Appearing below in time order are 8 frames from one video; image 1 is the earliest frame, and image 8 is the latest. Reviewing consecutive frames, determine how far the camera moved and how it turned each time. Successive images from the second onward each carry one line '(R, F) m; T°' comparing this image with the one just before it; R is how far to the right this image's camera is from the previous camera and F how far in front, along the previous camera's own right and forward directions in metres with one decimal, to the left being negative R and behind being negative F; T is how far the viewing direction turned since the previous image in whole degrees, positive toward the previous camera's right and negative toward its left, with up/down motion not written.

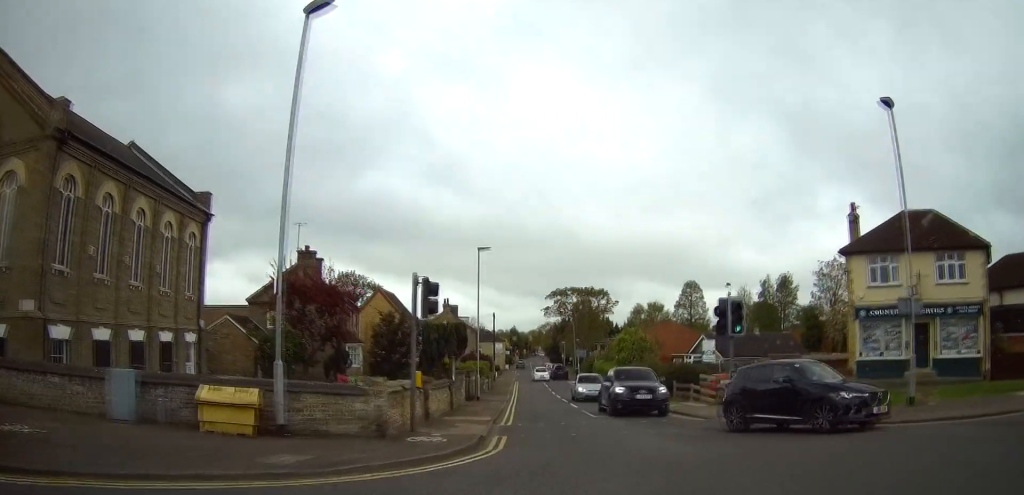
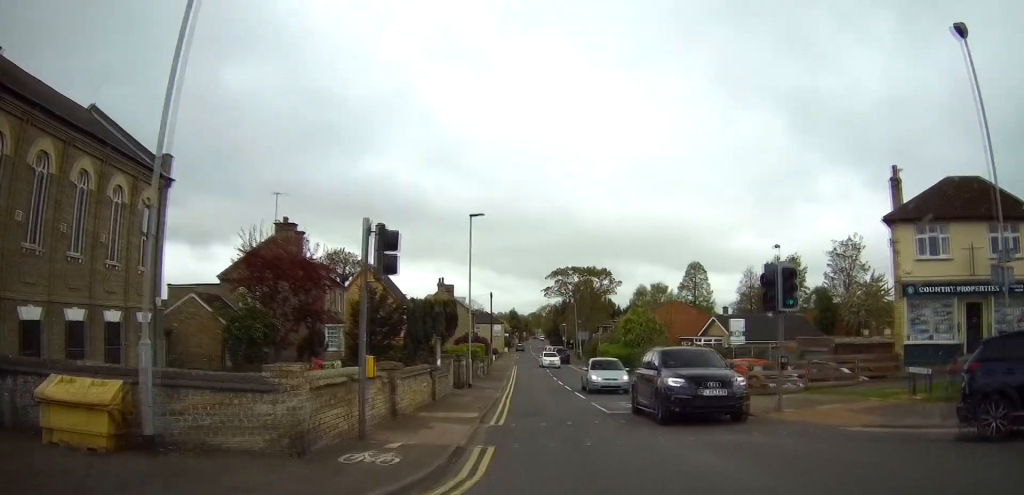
(0.0, +4.0) m; +2°
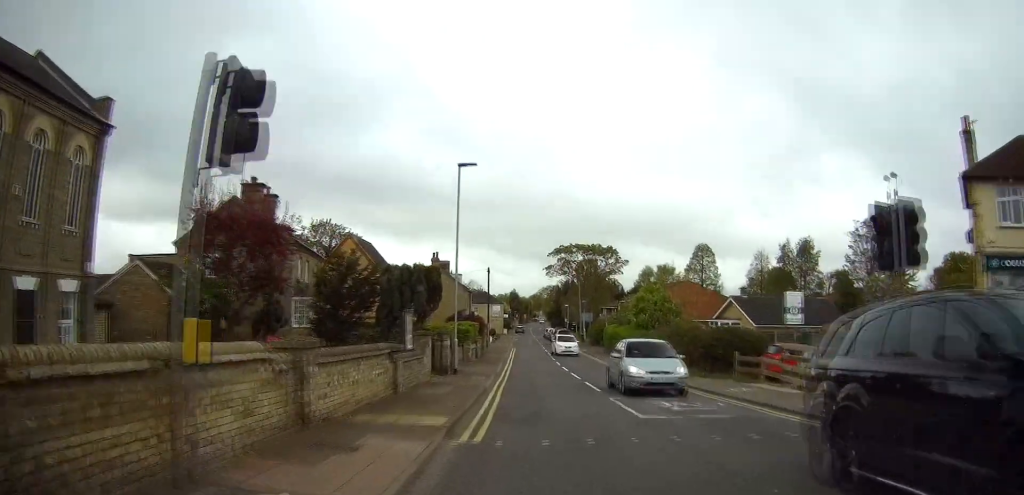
(+0.2, +5.4) m; +2°
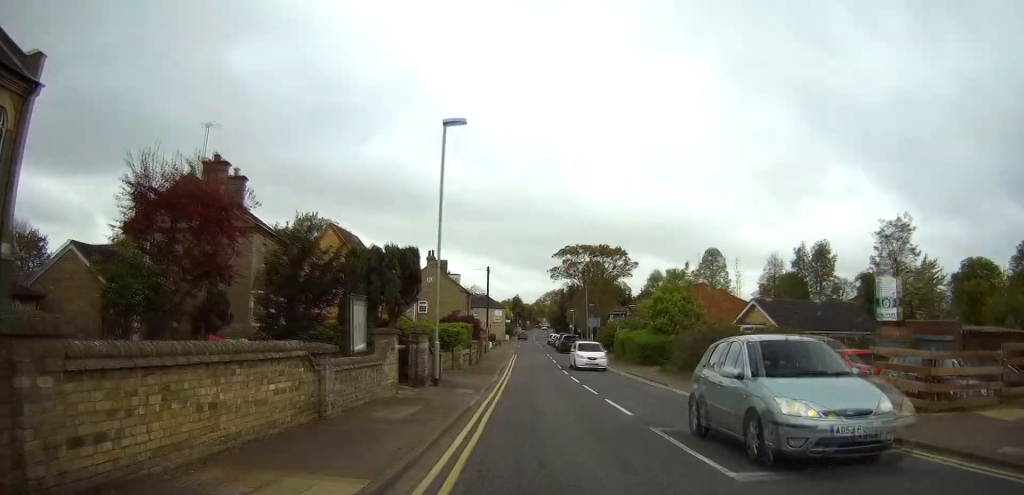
(+0.1, +8.1) m; 0°
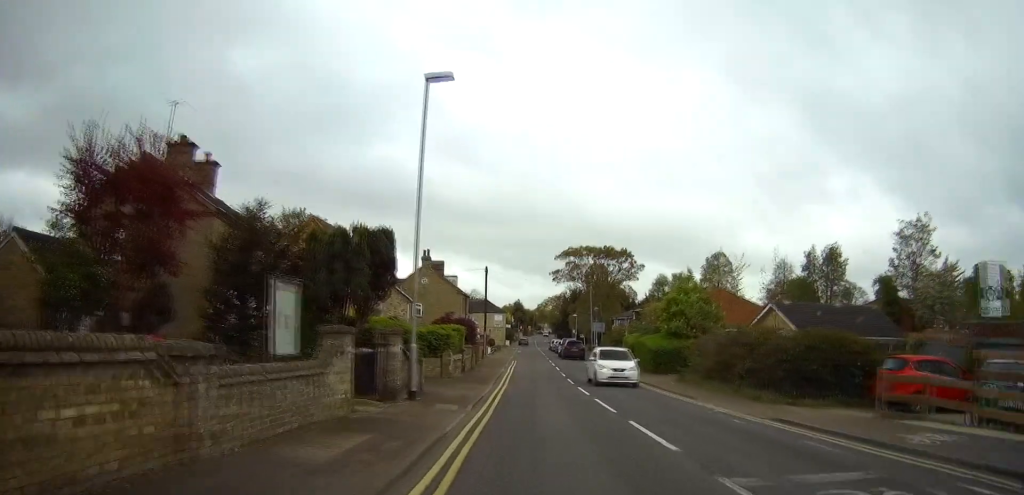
(0.0, +3.8) m; -1°
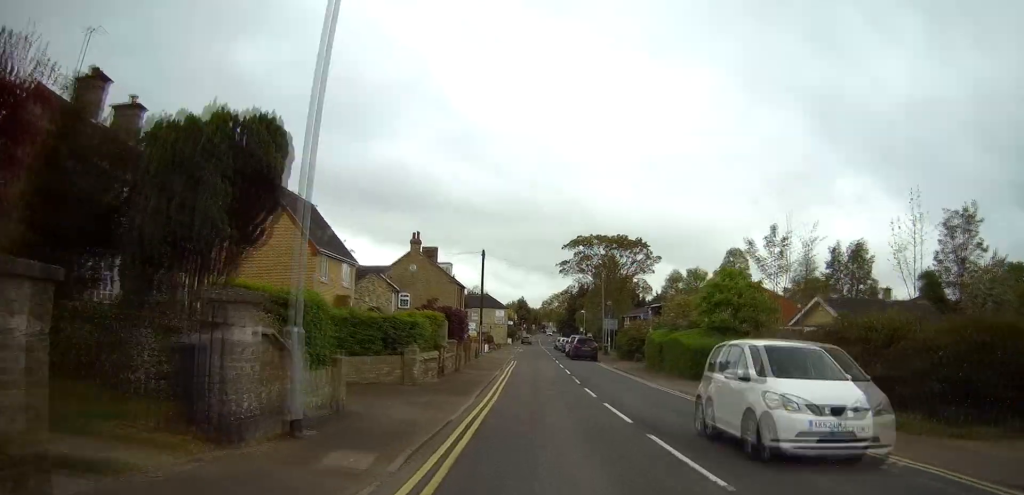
(-0.1, +8.0) m; -2°
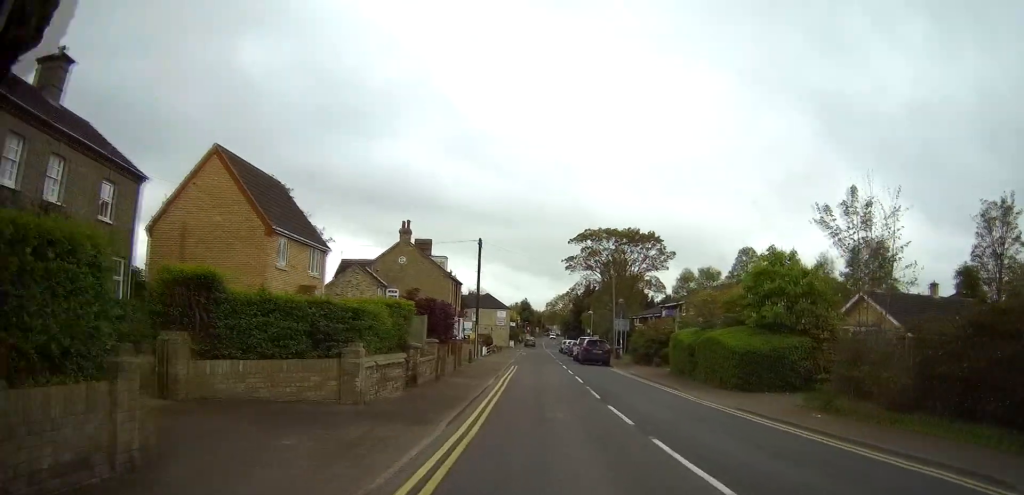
(0.0, +6.0) m; -1°
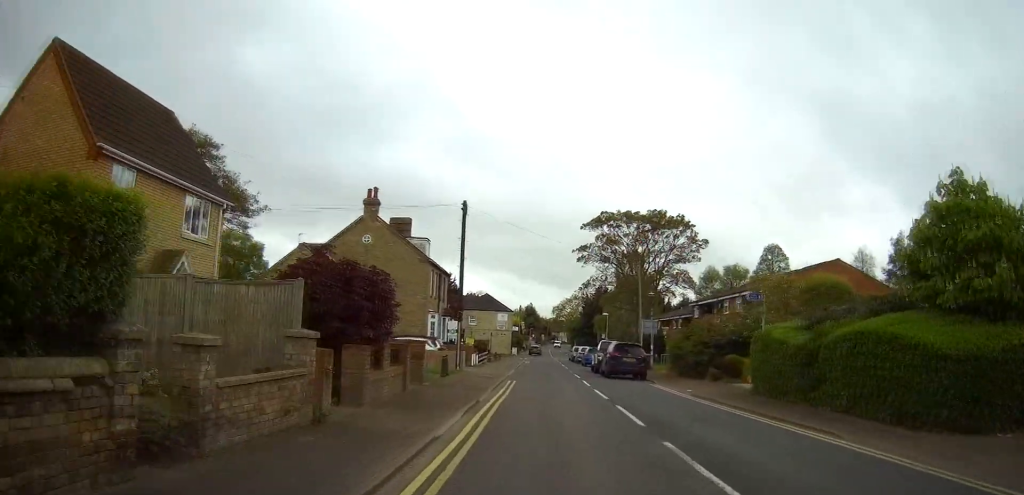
(-0.3, +12.5) m; -1°
